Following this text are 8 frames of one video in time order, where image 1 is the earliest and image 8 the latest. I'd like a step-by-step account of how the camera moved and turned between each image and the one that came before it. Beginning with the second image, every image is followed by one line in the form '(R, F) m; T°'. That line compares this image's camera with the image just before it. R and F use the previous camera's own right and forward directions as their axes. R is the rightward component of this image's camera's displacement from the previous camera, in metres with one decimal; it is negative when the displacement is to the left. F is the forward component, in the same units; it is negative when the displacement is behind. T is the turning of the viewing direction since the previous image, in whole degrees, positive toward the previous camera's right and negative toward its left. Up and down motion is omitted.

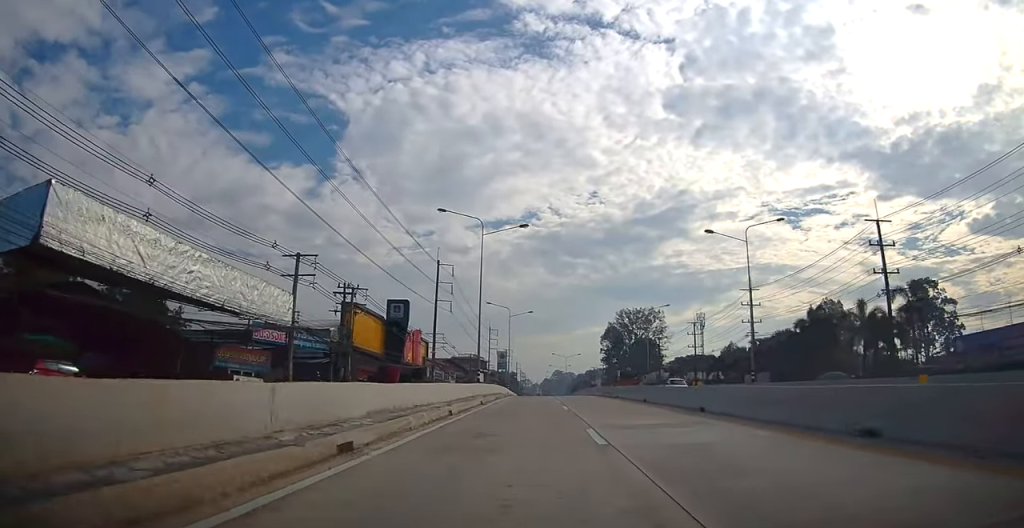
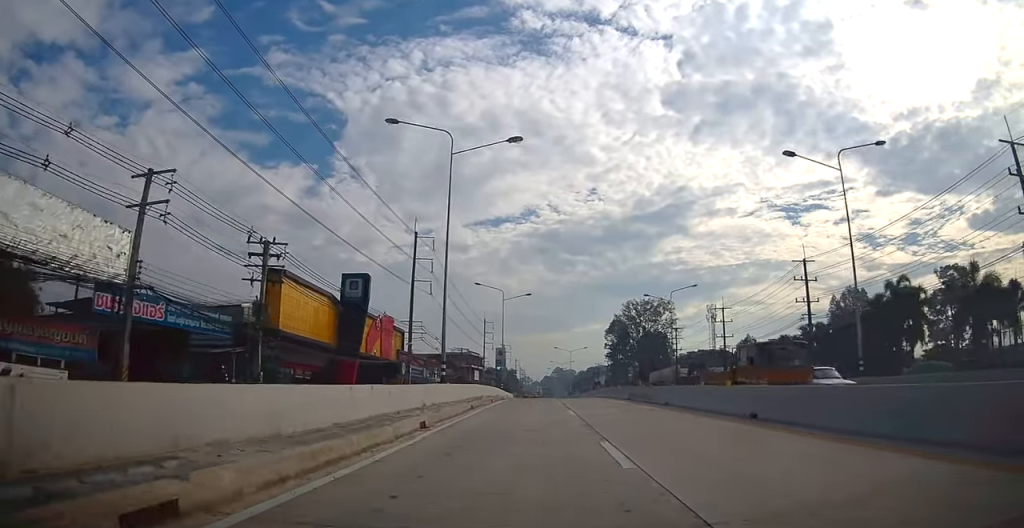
(+0.1, +14.5) m; 0°
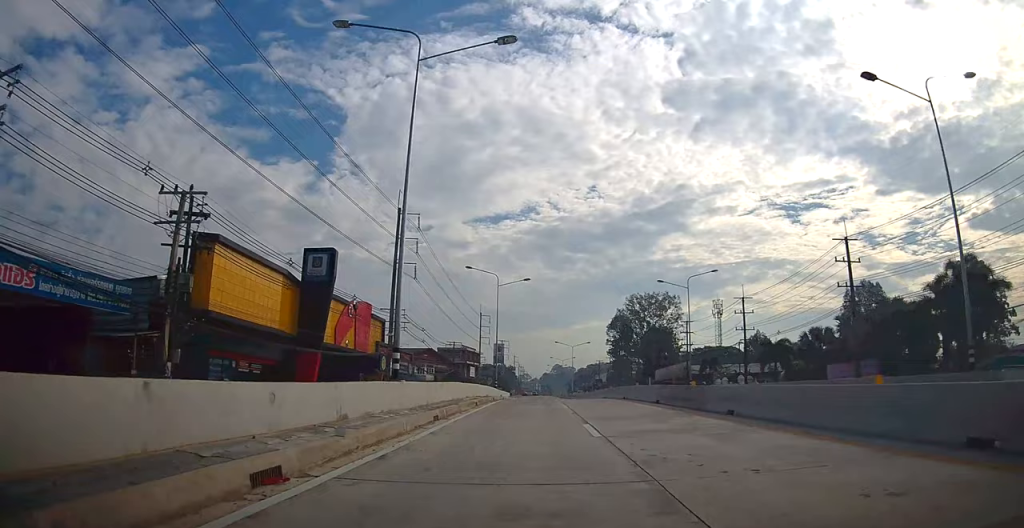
(-0.2, +8.0) m; 0°
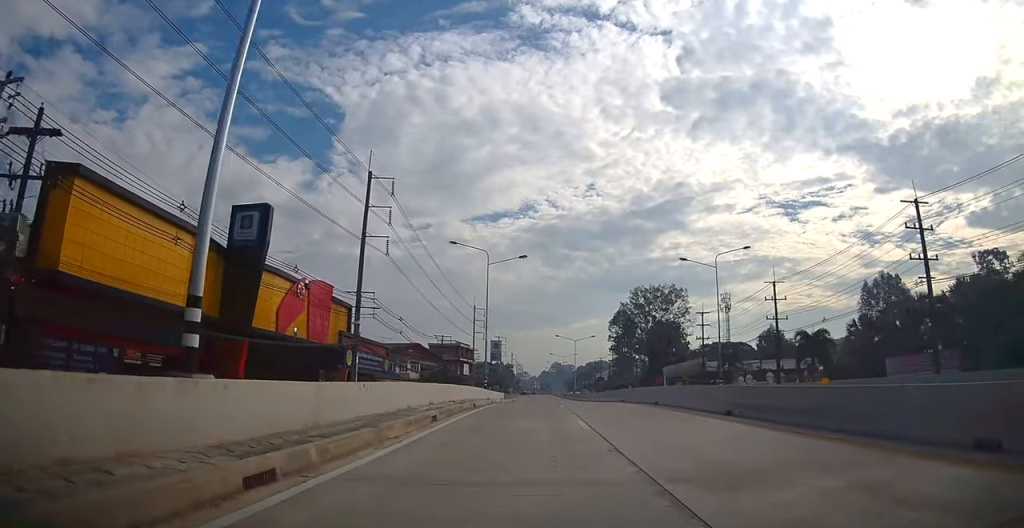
(+0.2, +10.1) m; 0°
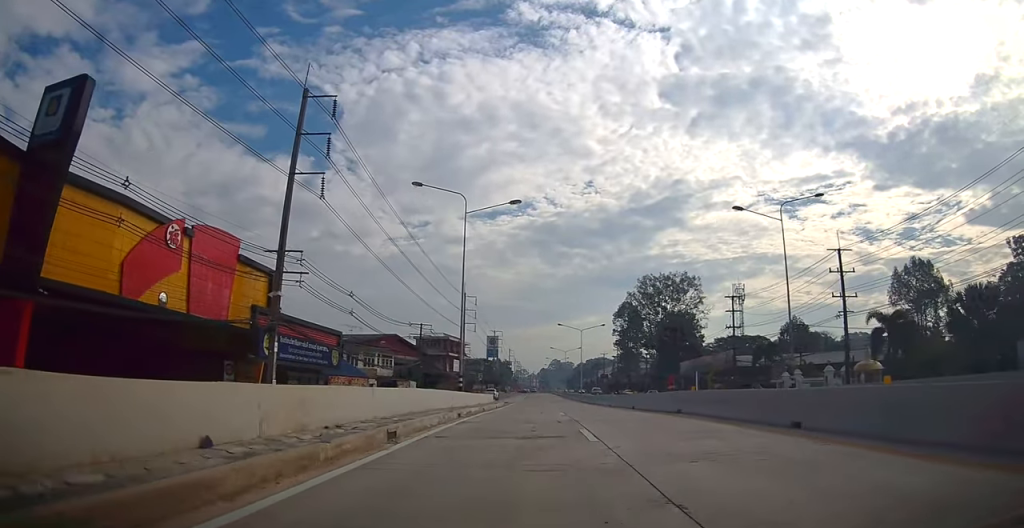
(-0.1, +14.5) m; 0°
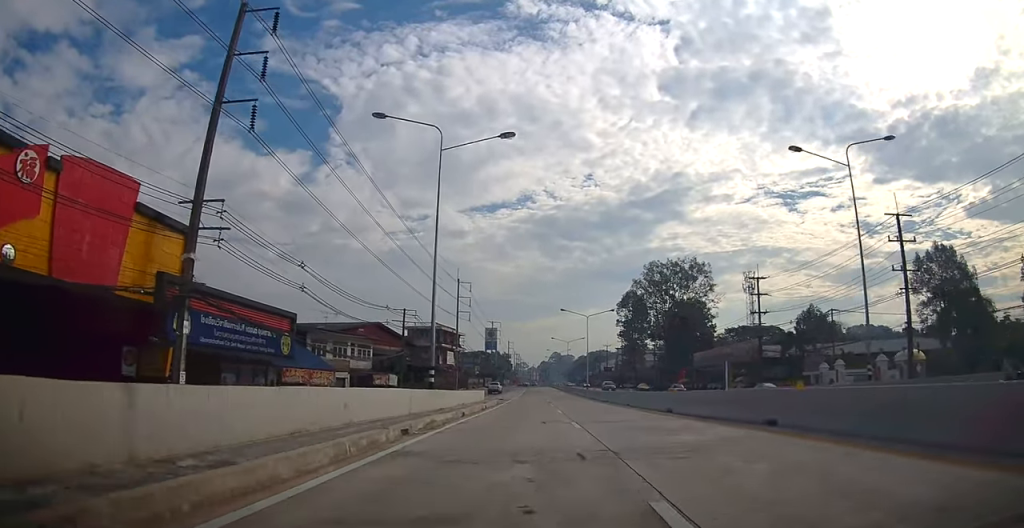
(-0.1, +8.9) m; 0°
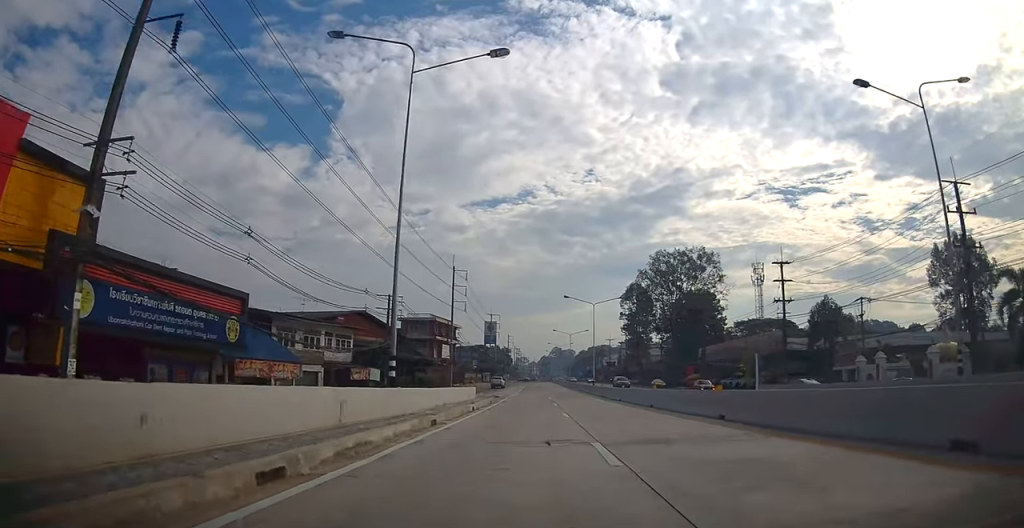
(+0.1, +6.8) m; 0°
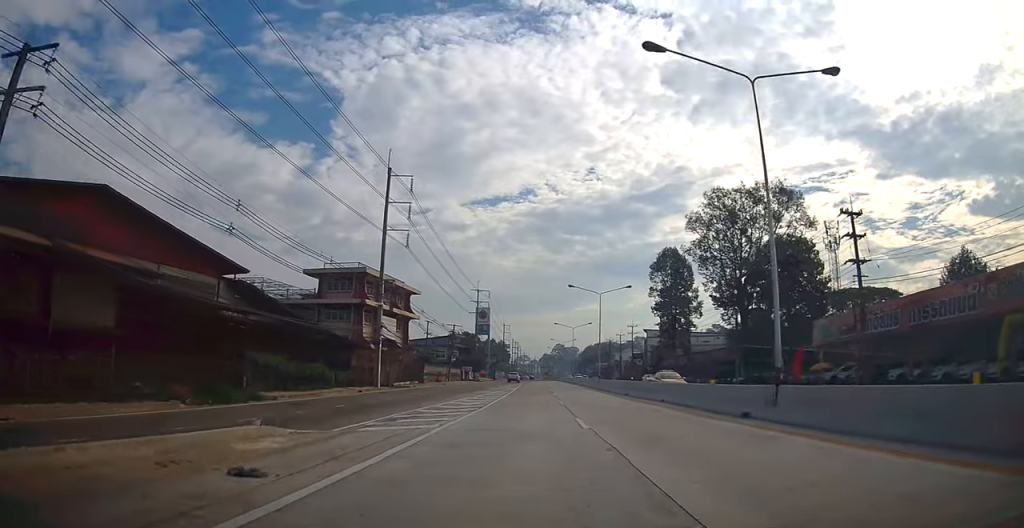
(-1.5, +43.2) m; -4°
